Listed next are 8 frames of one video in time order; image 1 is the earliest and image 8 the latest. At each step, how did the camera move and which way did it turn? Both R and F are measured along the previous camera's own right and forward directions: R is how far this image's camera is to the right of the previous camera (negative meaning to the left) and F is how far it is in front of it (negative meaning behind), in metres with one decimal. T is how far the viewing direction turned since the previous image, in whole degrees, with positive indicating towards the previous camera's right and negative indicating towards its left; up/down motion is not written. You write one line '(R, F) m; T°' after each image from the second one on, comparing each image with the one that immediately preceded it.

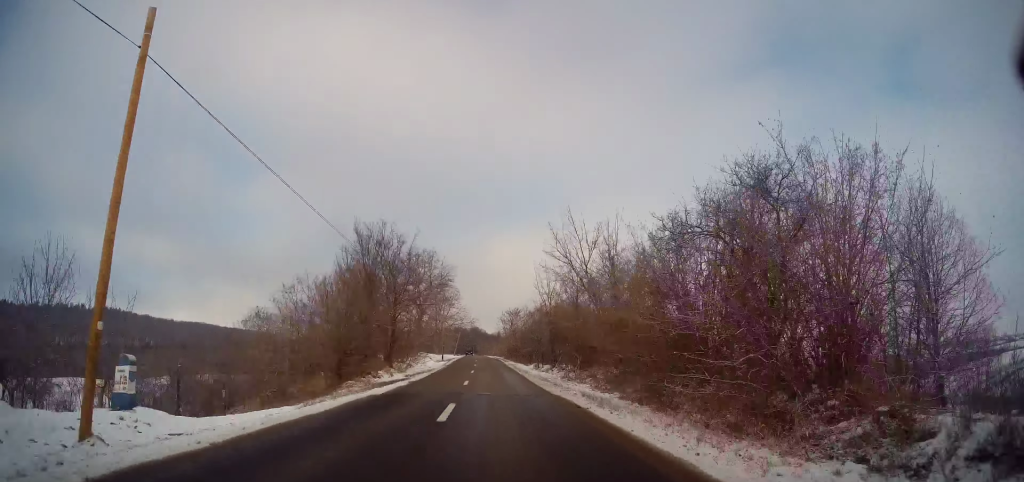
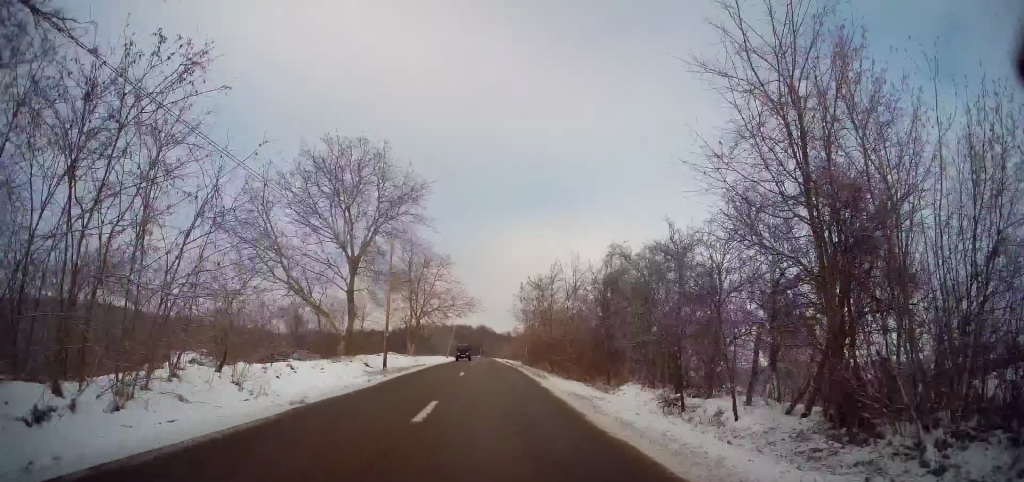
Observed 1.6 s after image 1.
(-0.6, +38.4) m; -1°
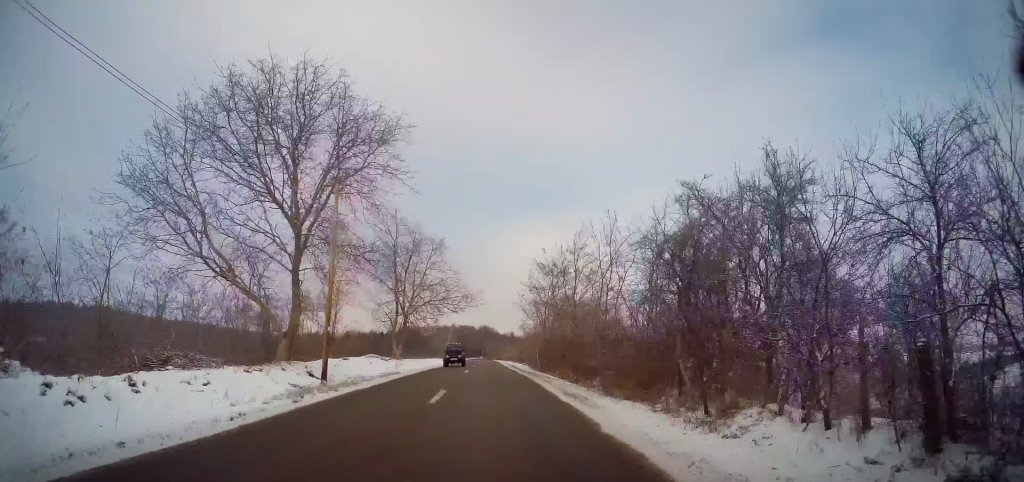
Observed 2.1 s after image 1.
(0.0, +10.1) m; 0°
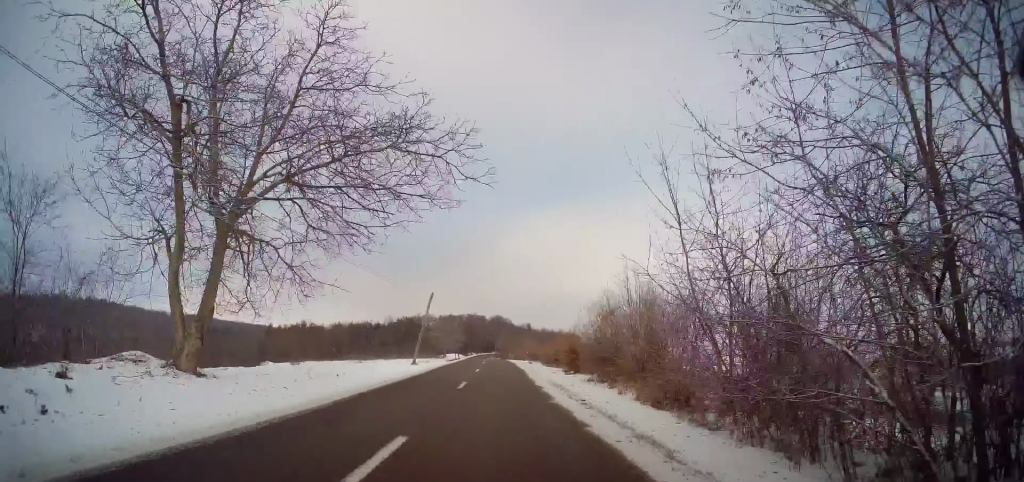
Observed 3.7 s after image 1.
(-0.5, +36.5) m; -1°
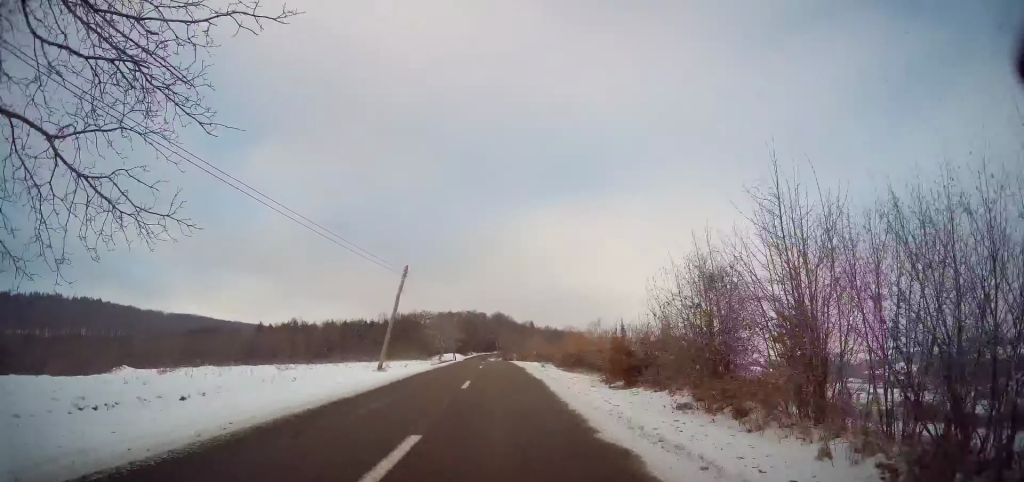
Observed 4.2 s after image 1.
(-0.2, +11.9) m; 0°
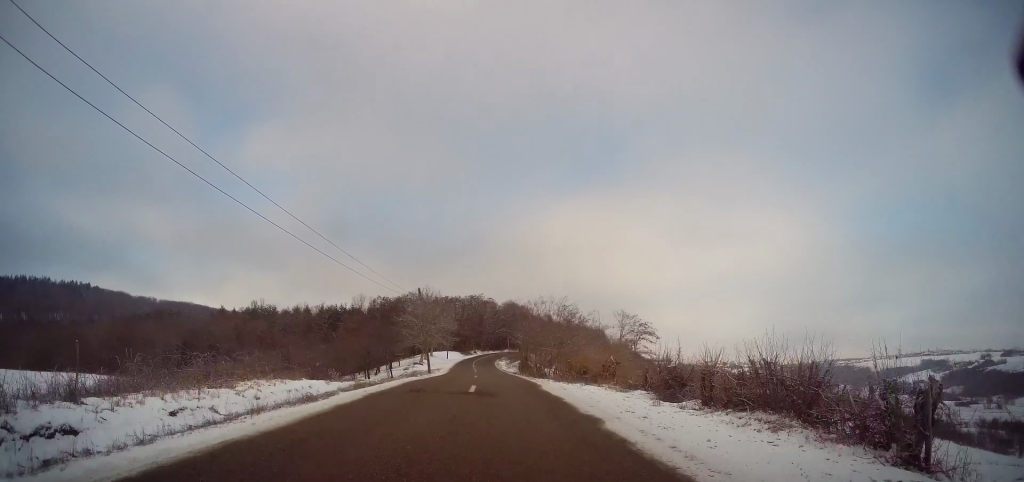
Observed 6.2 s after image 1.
(-0.7, +42.5) m; -2°
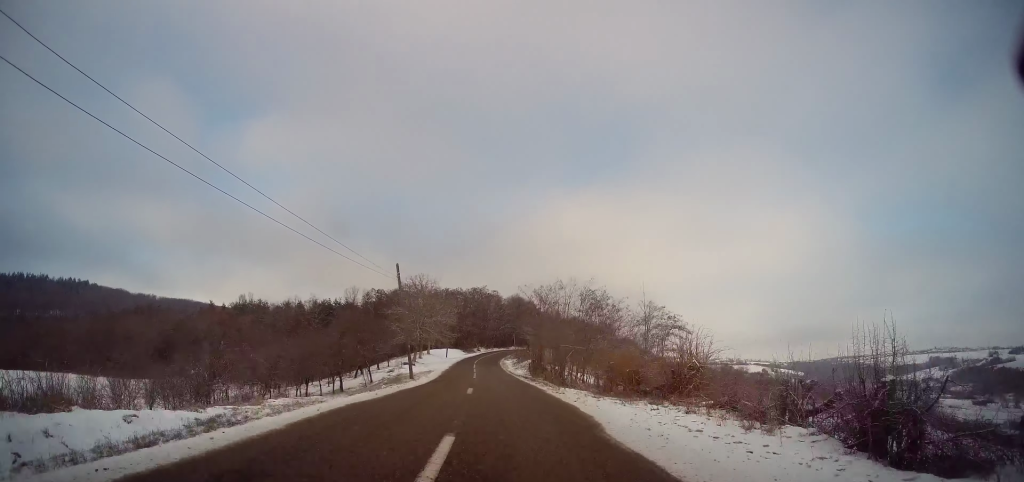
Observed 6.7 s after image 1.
(0.0, +11.1) m; 0°
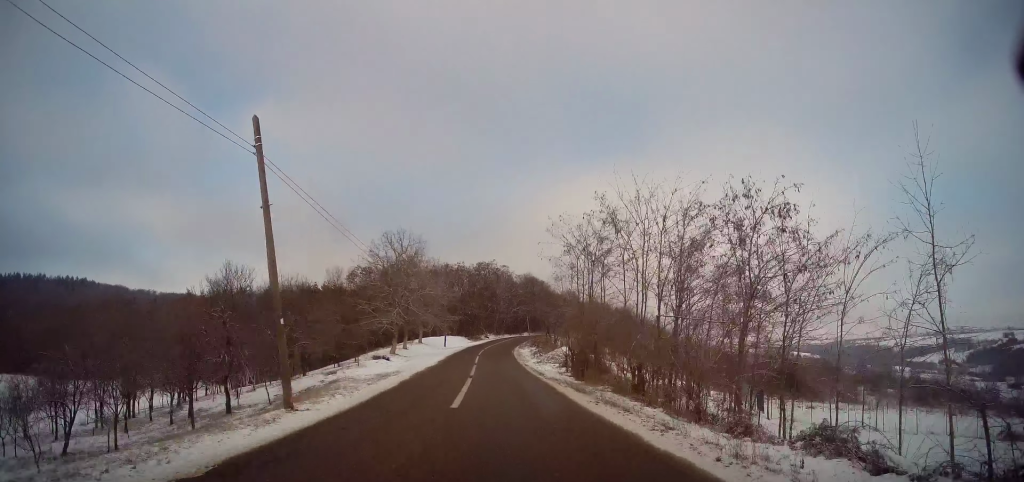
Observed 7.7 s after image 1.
(+0.1, +20.1) m; 0°
